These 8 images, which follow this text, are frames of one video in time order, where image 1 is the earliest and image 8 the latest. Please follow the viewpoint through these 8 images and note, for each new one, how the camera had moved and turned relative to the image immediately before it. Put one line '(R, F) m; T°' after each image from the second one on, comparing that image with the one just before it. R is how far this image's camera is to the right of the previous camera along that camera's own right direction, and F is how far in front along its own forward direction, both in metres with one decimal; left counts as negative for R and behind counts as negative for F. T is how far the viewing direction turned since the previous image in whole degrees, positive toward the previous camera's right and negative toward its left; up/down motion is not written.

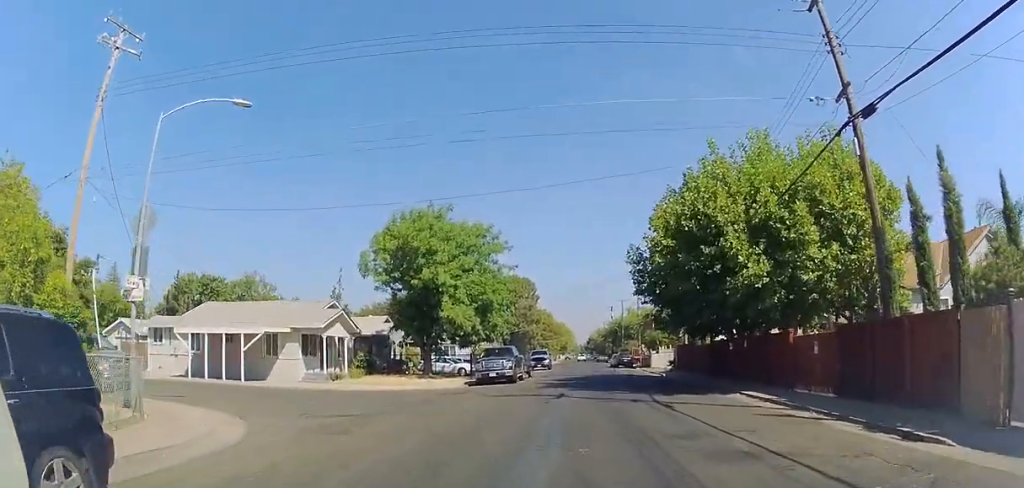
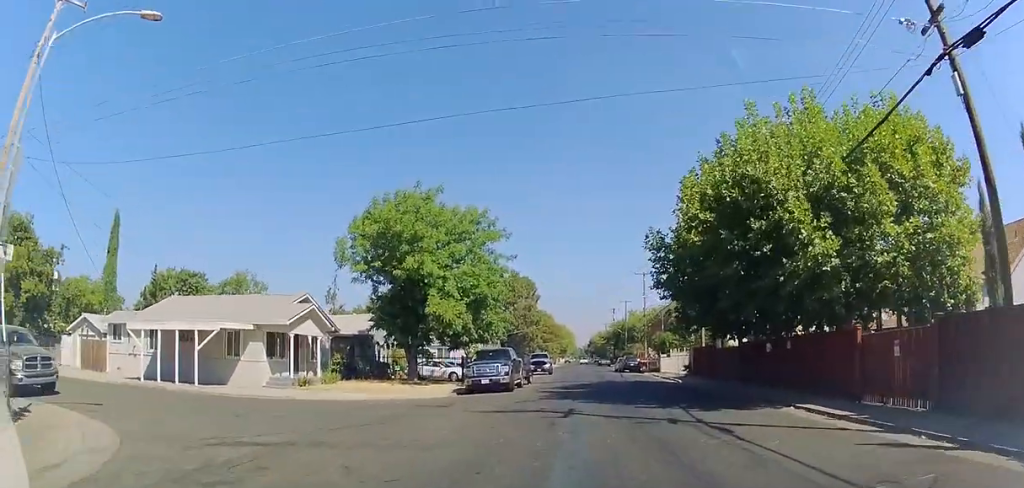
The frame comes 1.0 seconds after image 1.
(0.0, +4.1) m; 0°
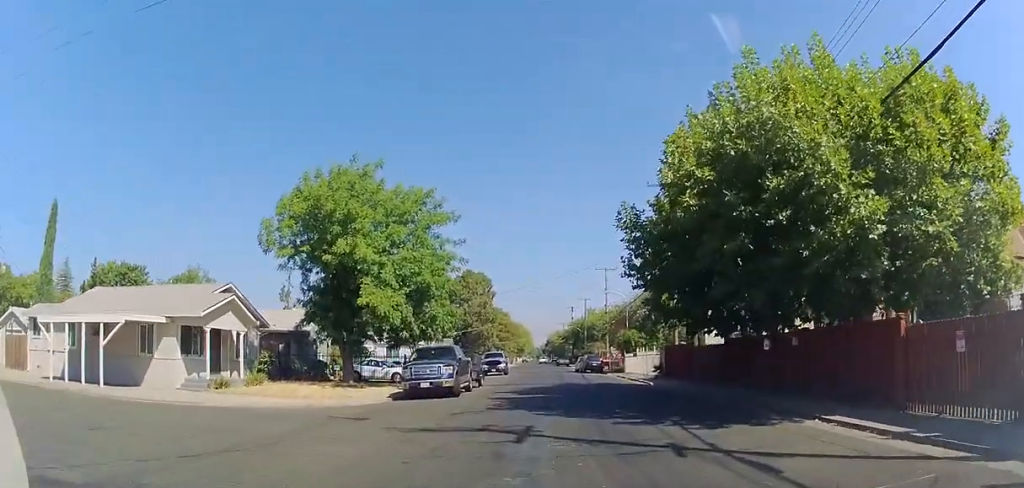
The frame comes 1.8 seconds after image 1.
(0.0, +3.6) m; 0°
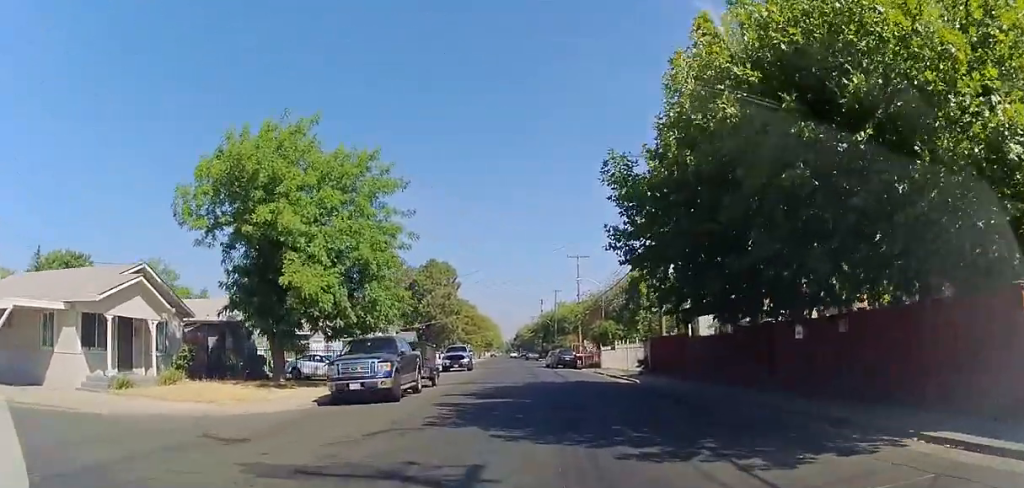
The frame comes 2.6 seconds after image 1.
(0.0, +4.0) m; 0°
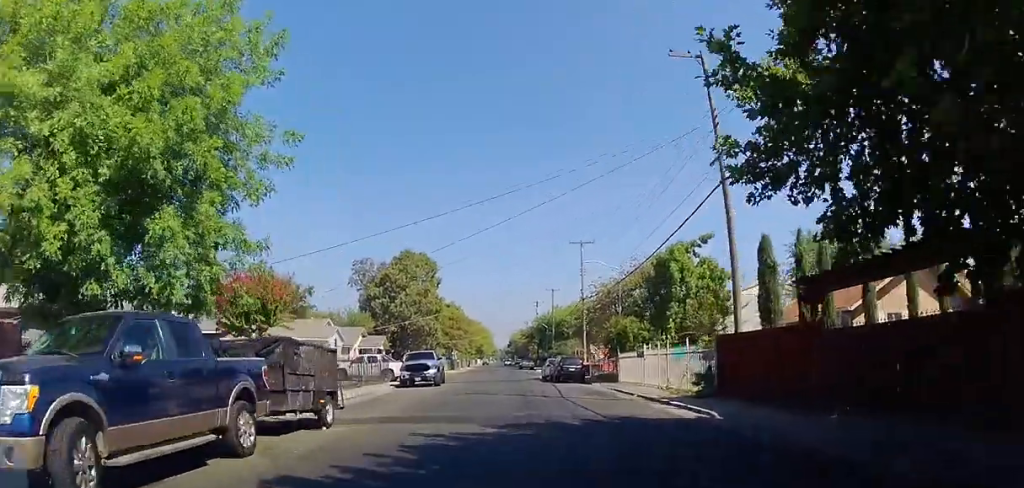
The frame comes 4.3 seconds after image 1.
(0.0, +10.5) m; 0°
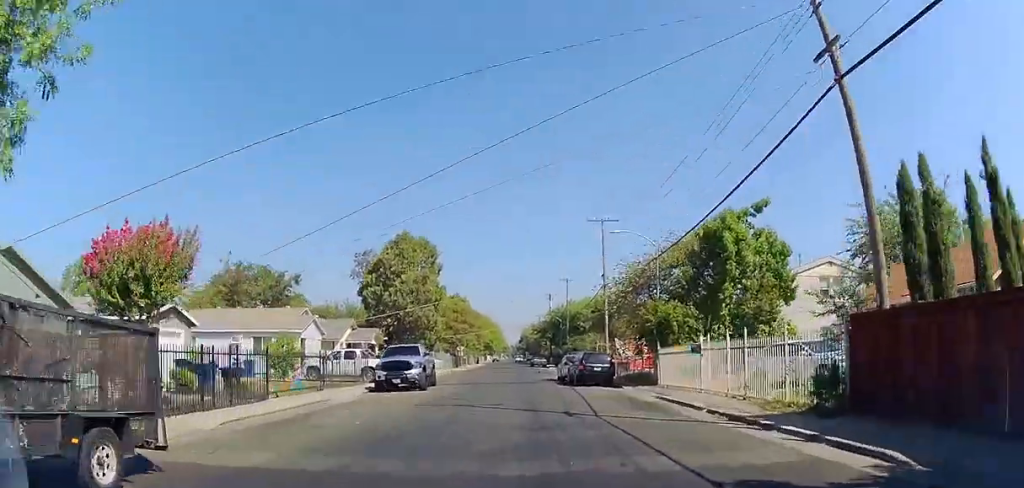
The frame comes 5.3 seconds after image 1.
(0.0, +6.7) m; 0°
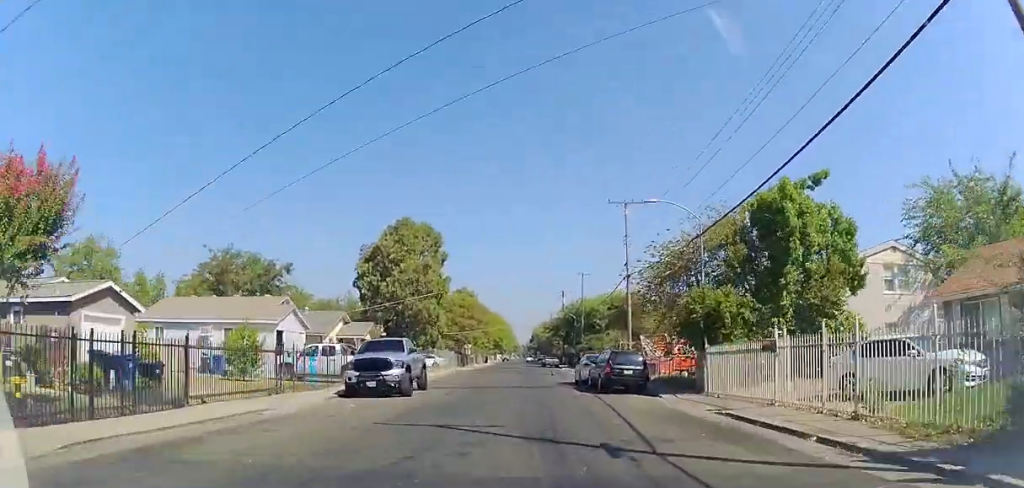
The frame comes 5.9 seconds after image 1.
(0.0, +4.9) m; 0°
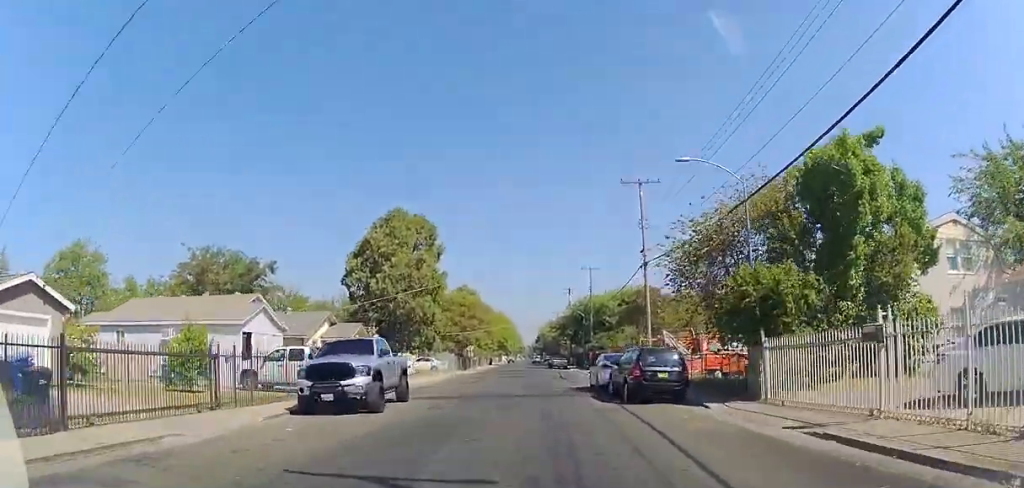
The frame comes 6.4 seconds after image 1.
(0.0, +4.3) m; 0°
